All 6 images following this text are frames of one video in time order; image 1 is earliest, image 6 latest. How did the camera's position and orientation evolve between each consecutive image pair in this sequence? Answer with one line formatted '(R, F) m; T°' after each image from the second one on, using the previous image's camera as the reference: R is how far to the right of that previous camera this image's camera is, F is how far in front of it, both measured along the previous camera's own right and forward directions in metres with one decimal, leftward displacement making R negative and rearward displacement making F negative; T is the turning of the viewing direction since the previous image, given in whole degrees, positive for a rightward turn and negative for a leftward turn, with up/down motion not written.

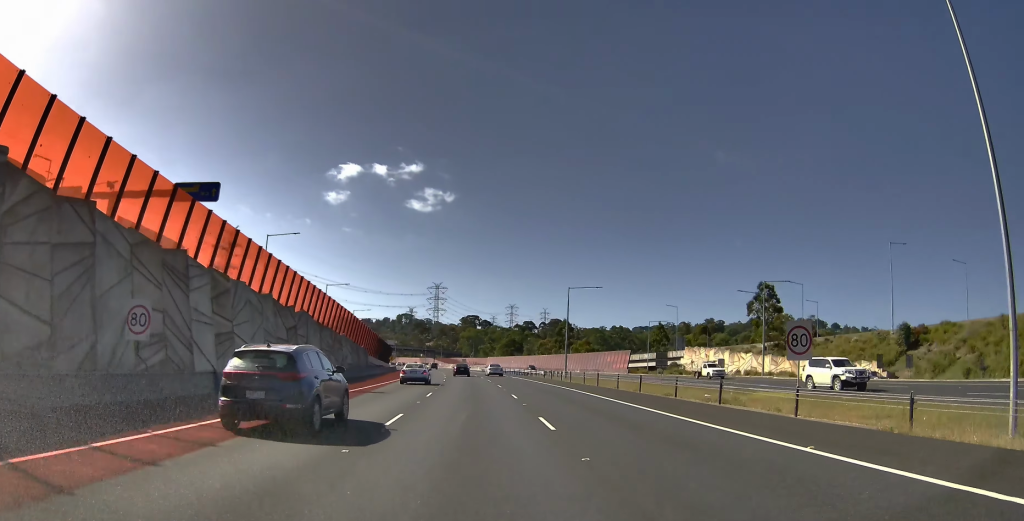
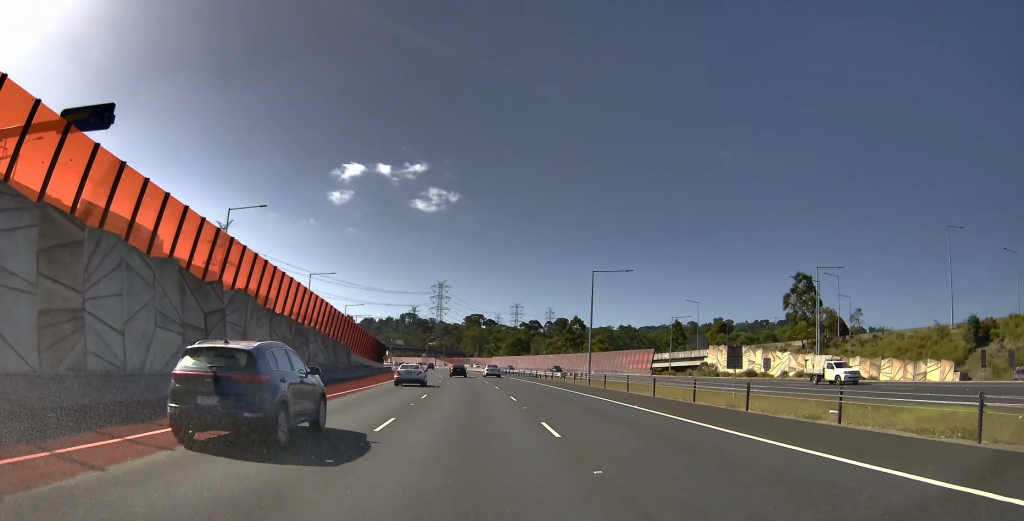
(+0.1, +12.0) m; 0°
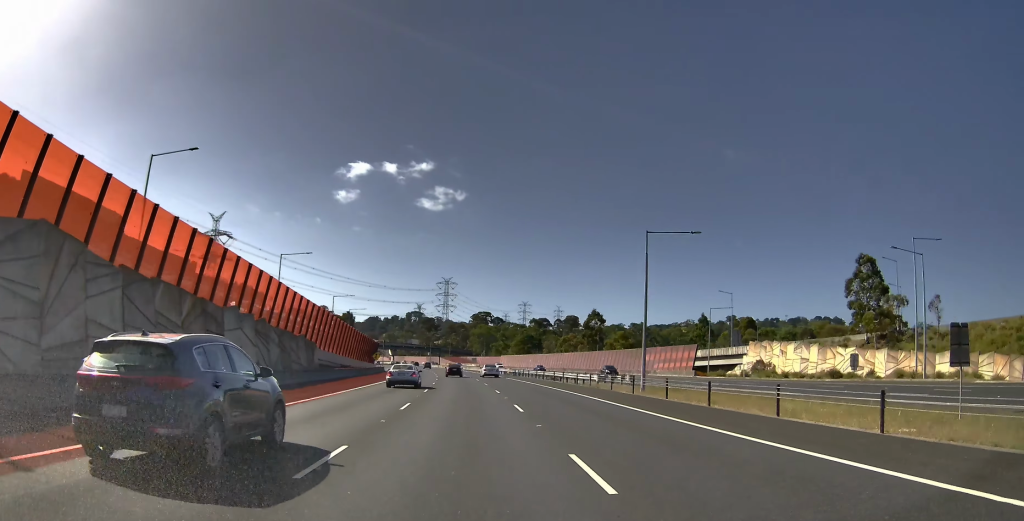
(+0.1, +15.3) m; 0°
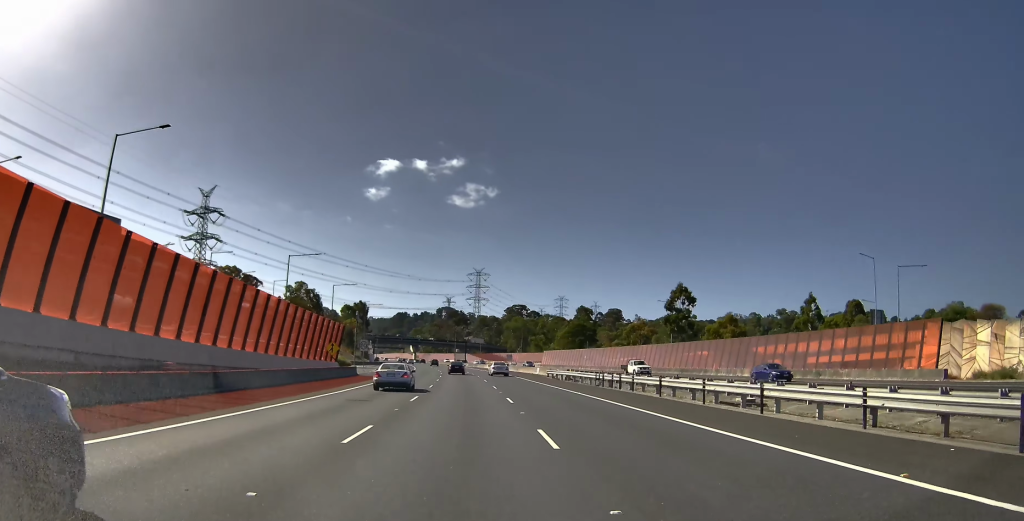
(+0.1, +36.9) m; 0°
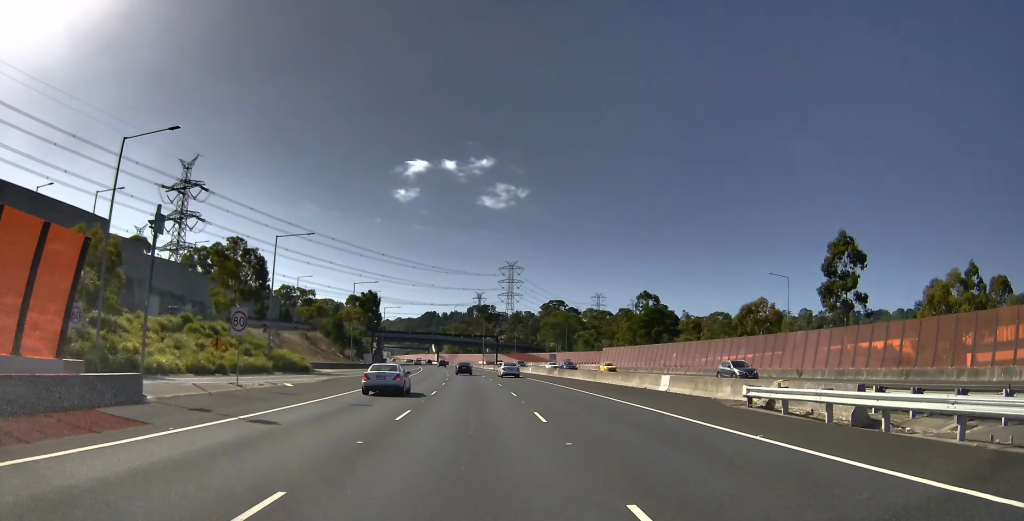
(0.0, +34.2) m; 0°
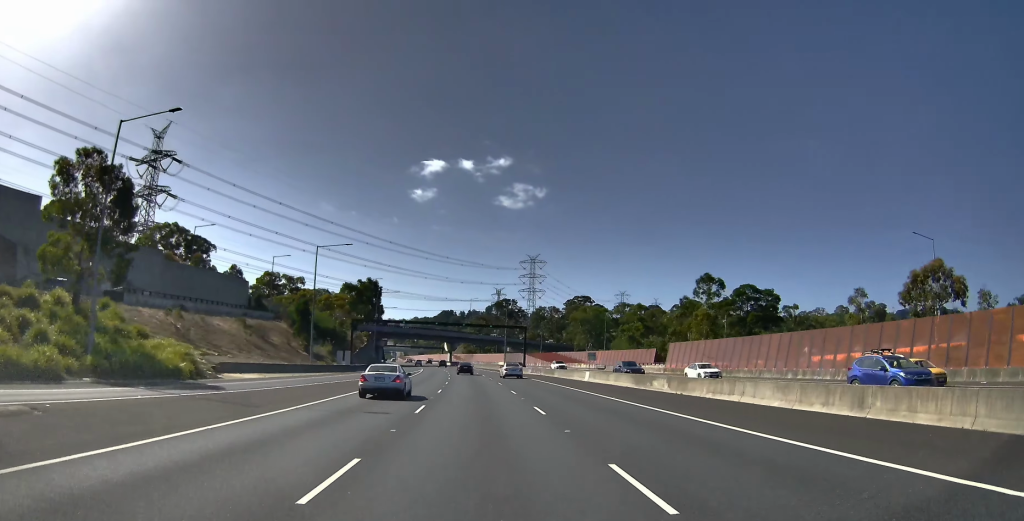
(+0.4, +27.0) m; +3°
